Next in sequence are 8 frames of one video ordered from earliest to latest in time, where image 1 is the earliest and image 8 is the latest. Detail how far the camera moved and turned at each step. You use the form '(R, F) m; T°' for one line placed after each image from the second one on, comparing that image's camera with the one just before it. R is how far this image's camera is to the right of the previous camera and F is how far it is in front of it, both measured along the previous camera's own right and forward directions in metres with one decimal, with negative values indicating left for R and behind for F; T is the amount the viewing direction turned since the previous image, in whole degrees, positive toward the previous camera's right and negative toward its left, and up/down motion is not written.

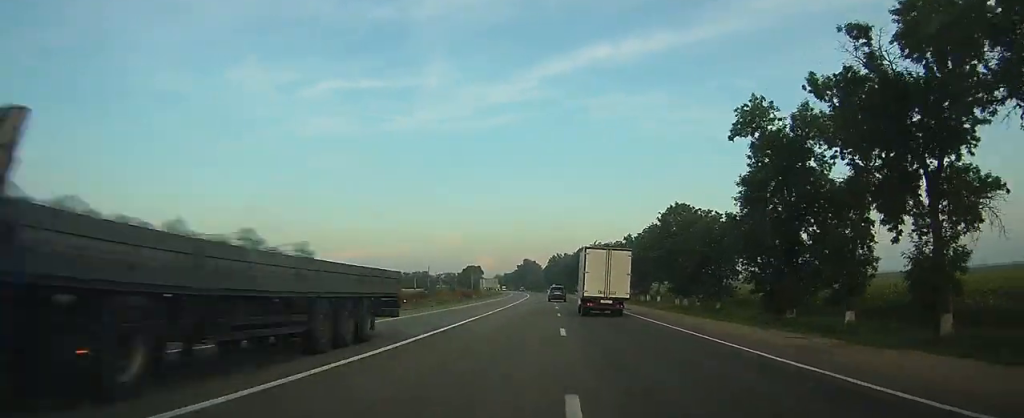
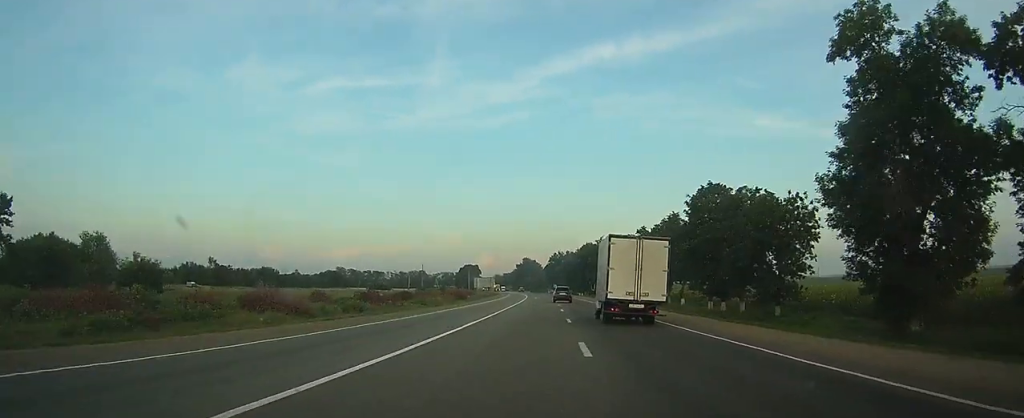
(-0.2, +16.4) m; -1°
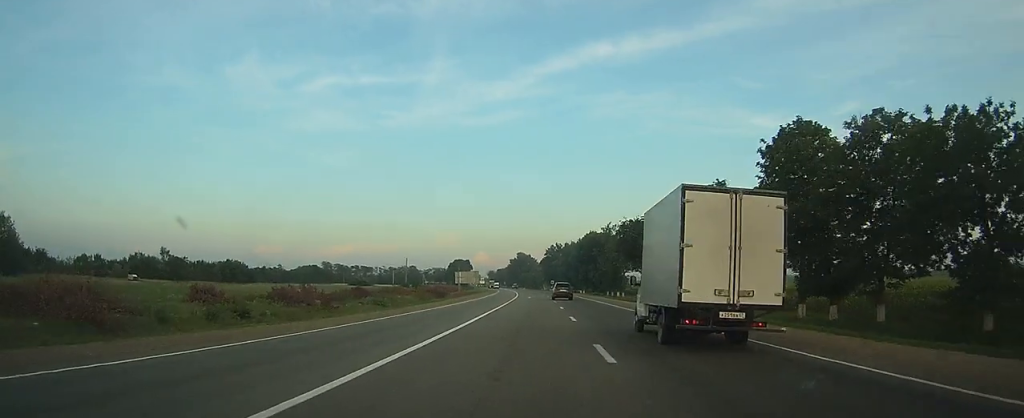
(0.0, +24.8) m; 0°
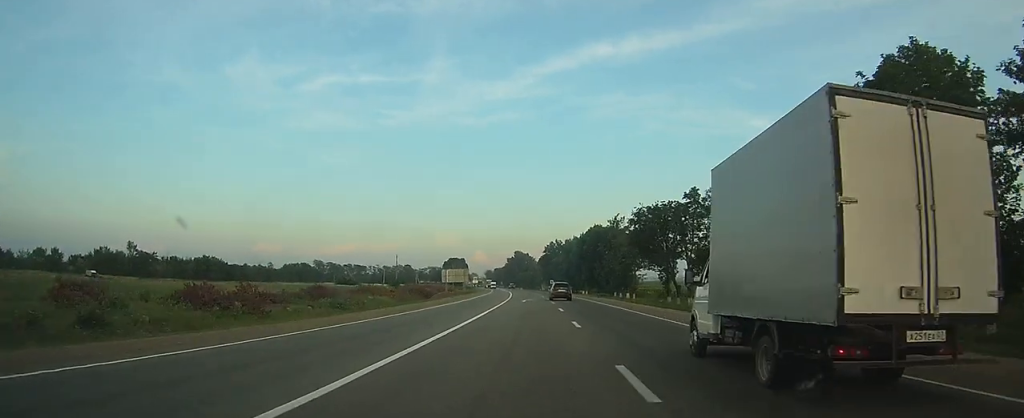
(0.0, +15.0) m; 0°
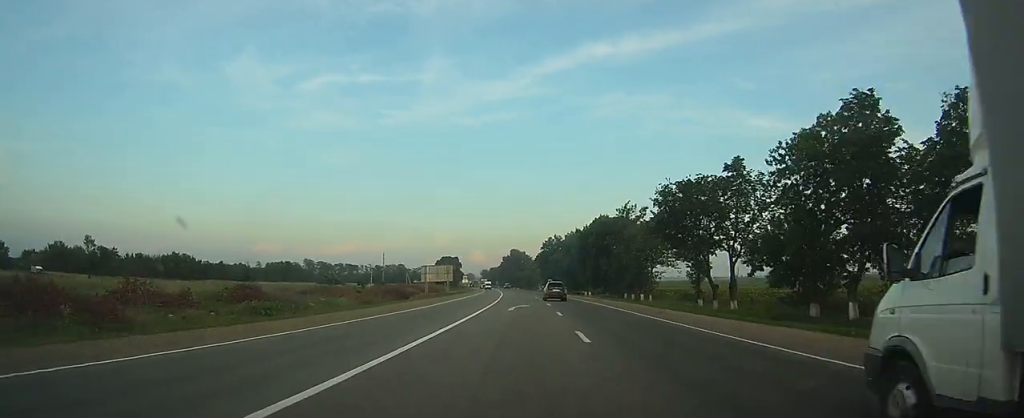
(+0.1, +16.7) m; 0°
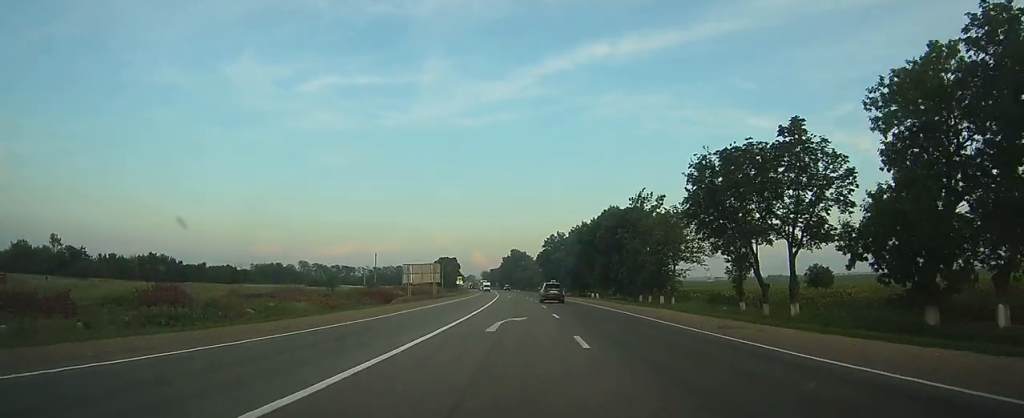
(0.0, +13.0) m; 0°
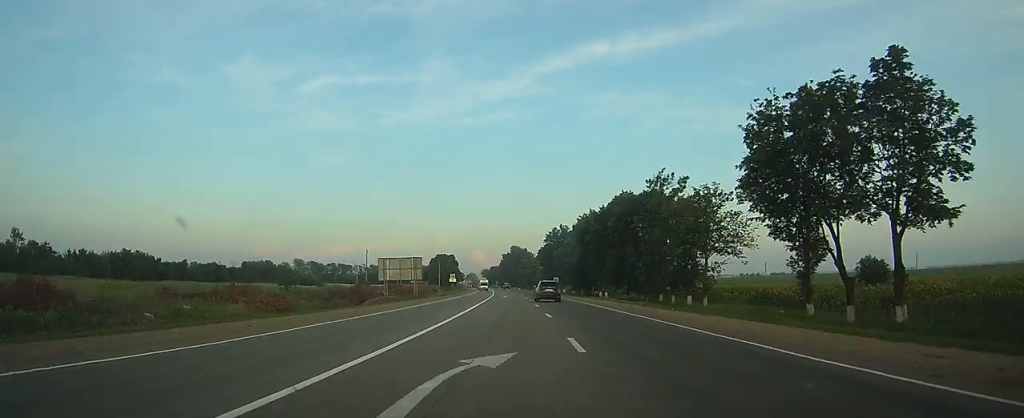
(0.0, +13.2) m; 0°
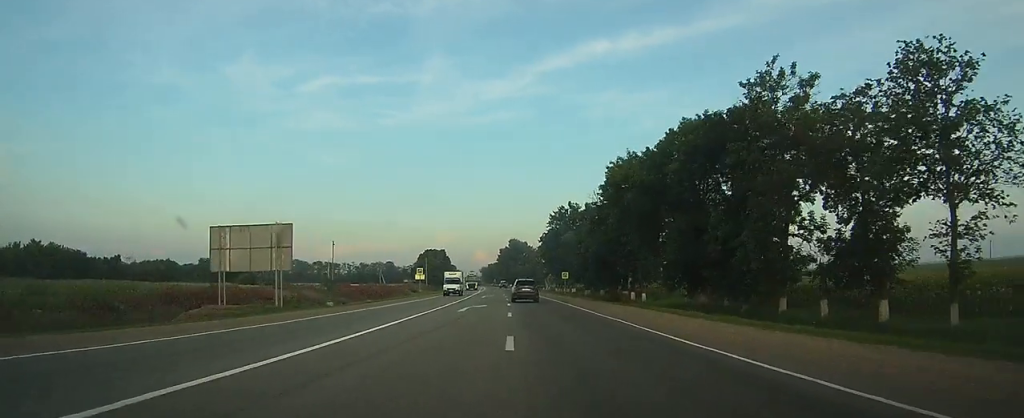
(-0.2, +36.4) m; 0°
